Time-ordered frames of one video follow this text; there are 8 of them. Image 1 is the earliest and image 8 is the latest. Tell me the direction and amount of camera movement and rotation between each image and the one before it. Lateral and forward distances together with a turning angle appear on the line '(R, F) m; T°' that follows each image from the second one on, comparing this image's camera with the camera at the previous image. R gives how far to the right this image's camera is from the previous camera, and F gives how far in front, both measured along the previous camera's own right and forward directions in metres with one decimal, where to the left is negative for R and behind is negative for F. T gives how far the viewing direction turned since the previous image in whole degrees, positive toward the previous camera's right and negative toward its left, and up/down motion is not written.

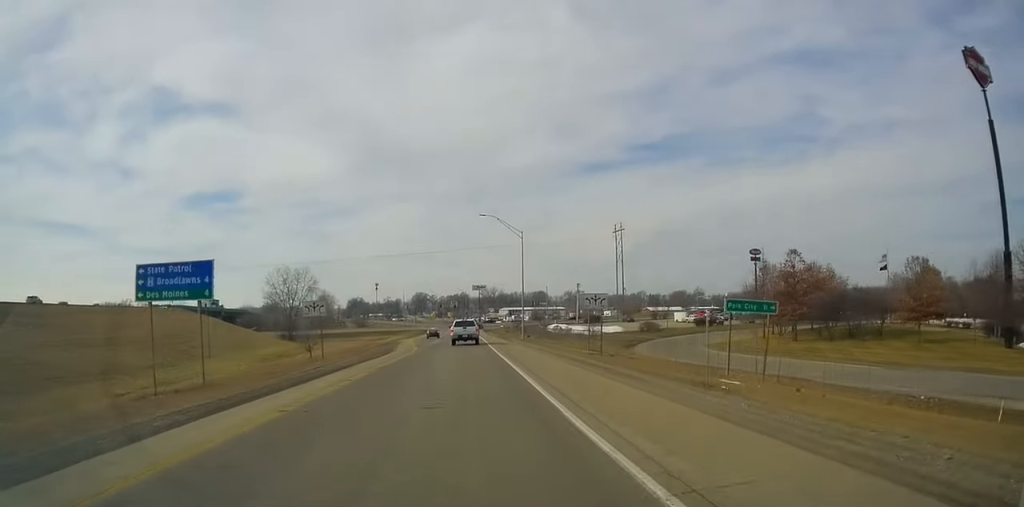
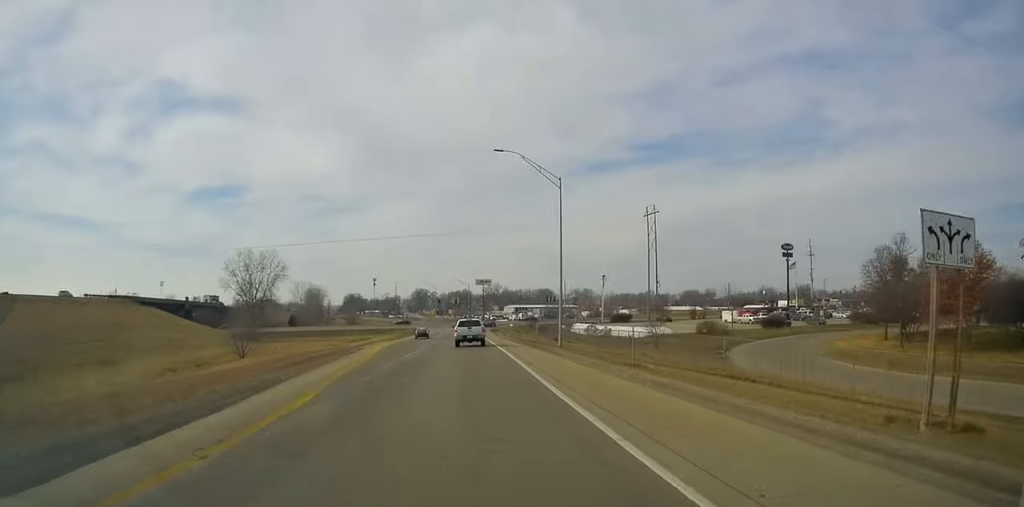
(+0.4, +28.4) m; 0°
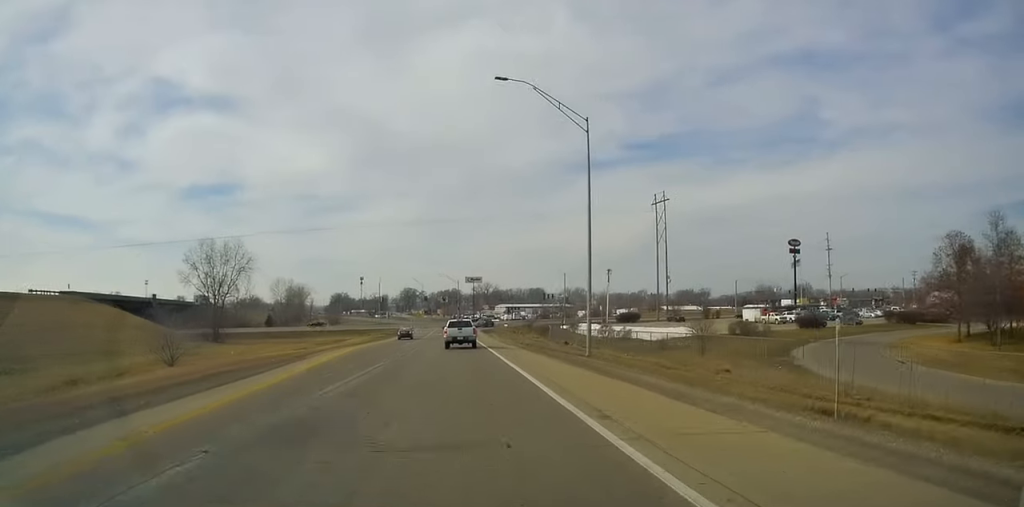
(-0.4, +14.9) m; 0°
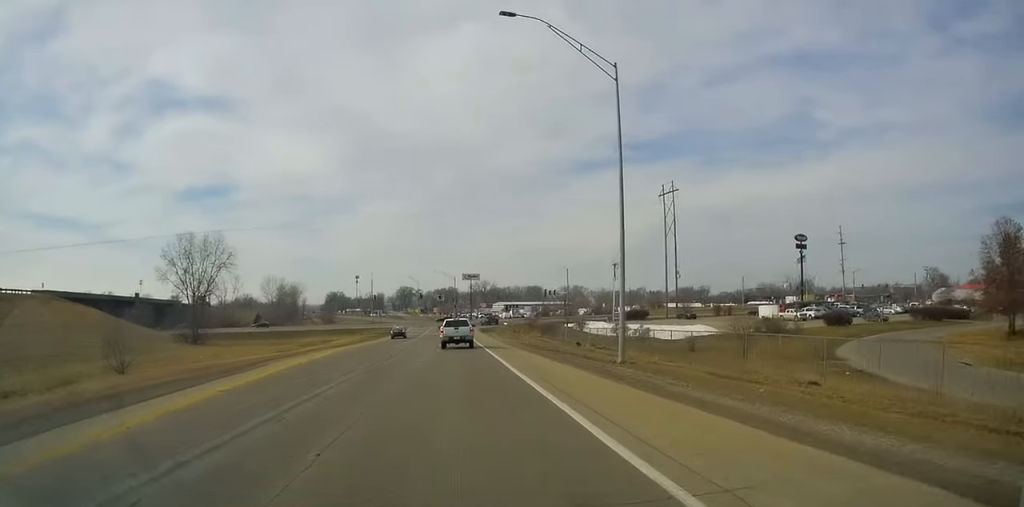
(+0.3, +8.0) m; 0°
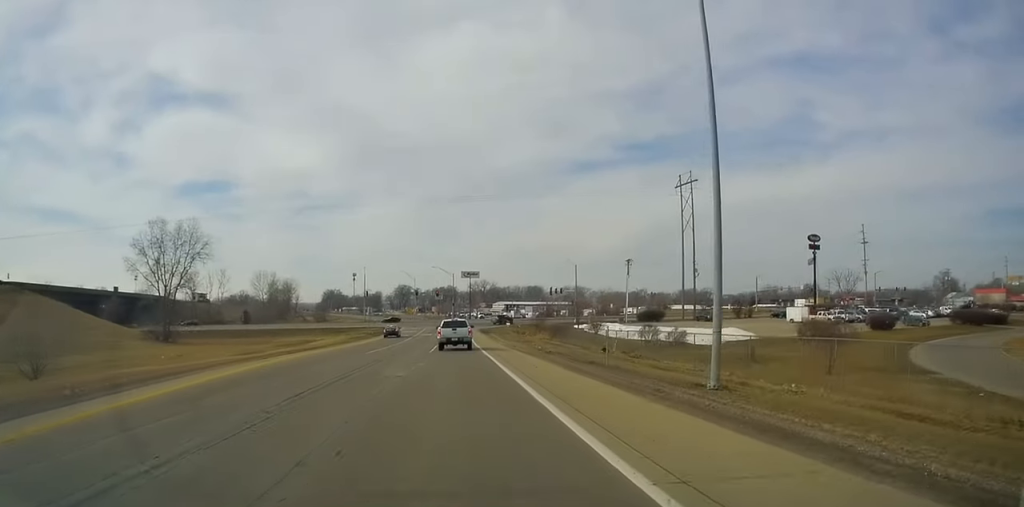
(+0.3, +10.8) m; 0°
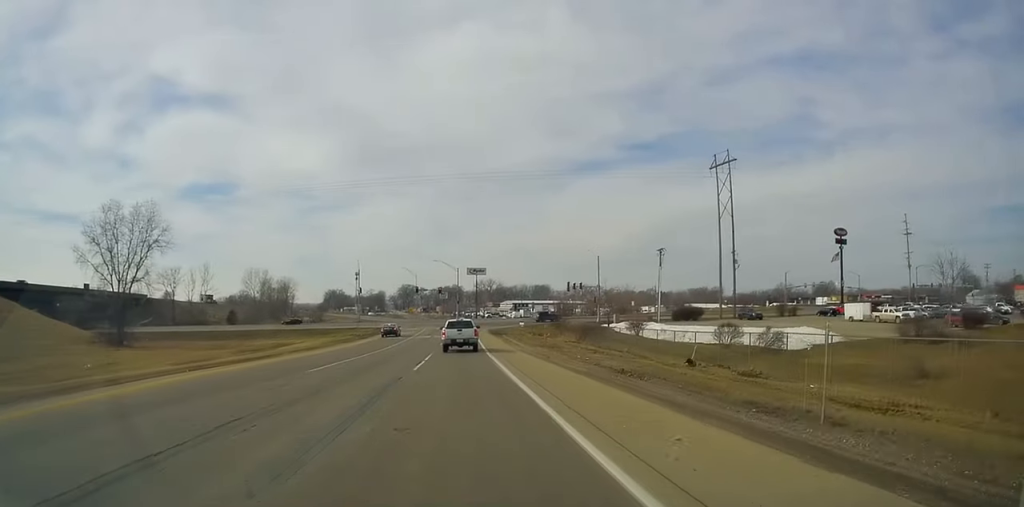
(-0.3, +15.2) m; -1°
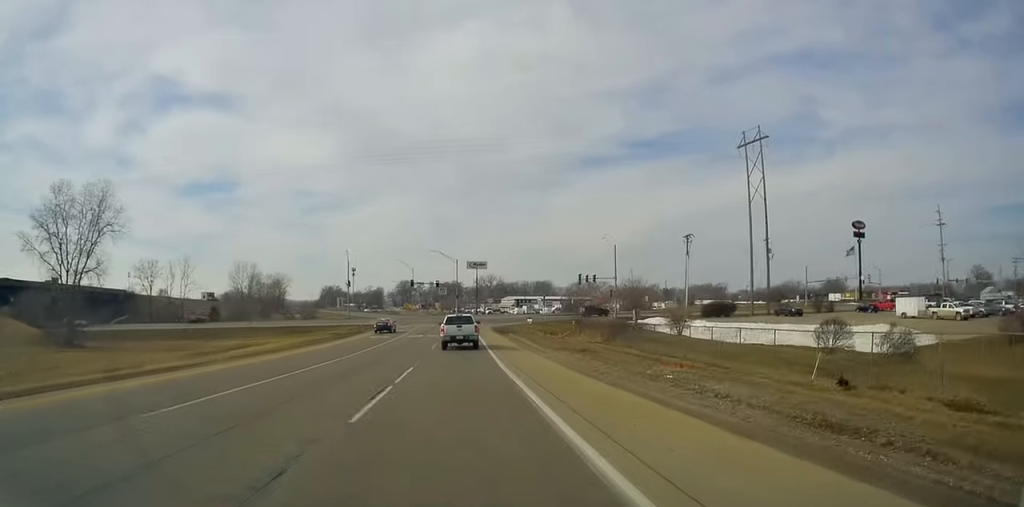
(0.0, +11.7) m; 0°
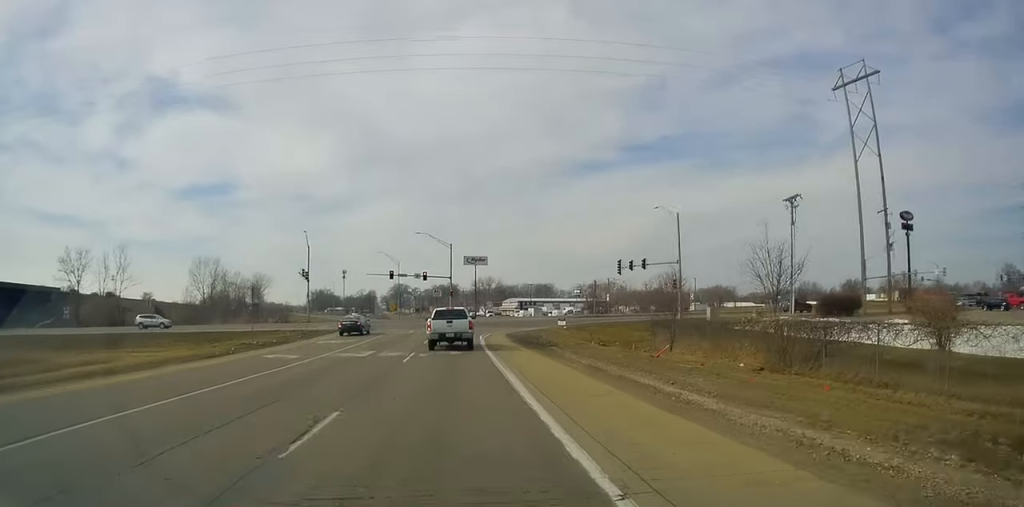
(+0.2, +29.7) m; 0°
